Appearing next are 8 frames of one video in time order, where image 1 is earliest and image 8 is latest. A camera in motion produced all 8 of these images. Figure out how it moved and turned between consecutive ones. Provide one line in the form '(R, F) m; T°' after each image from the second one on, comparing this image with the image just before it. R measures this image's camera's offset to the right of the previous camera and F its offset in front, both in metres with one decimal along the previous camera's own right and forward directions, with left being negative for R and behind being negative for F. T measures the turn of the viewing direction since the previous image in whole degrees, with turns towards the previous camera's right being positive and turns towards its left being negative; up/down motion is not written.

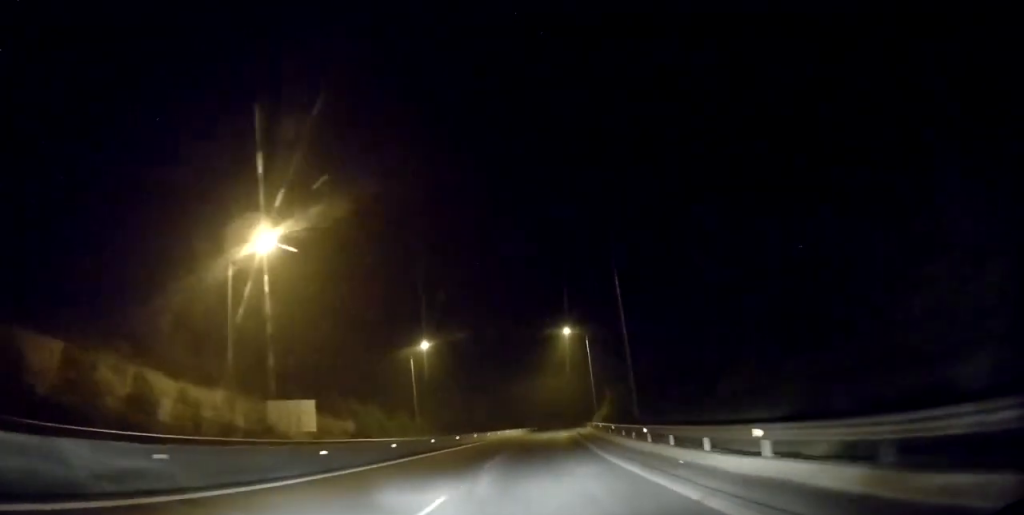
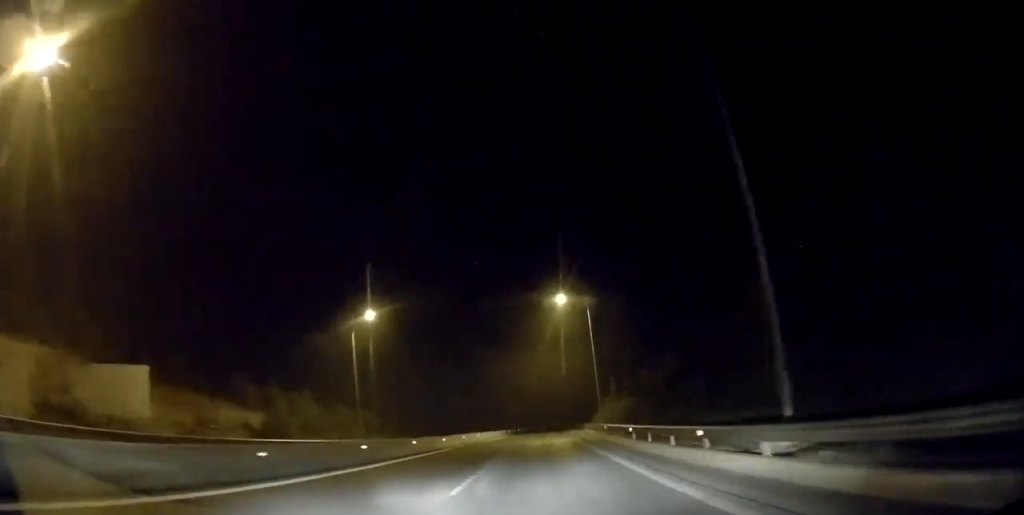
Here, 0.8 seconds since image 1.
(+0.3, +19.9) m; +2°
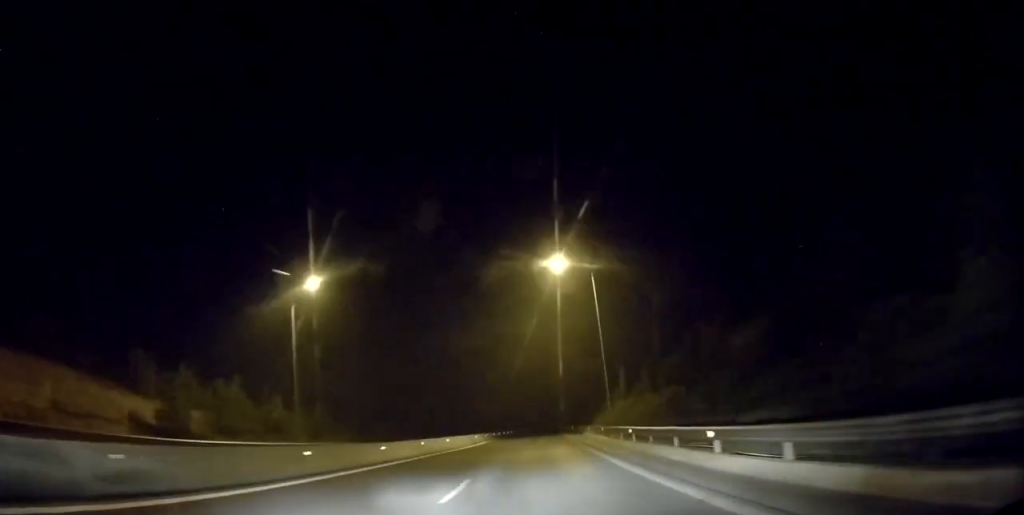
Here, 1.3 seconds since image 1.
(+0.2, +13.1) m; +1°
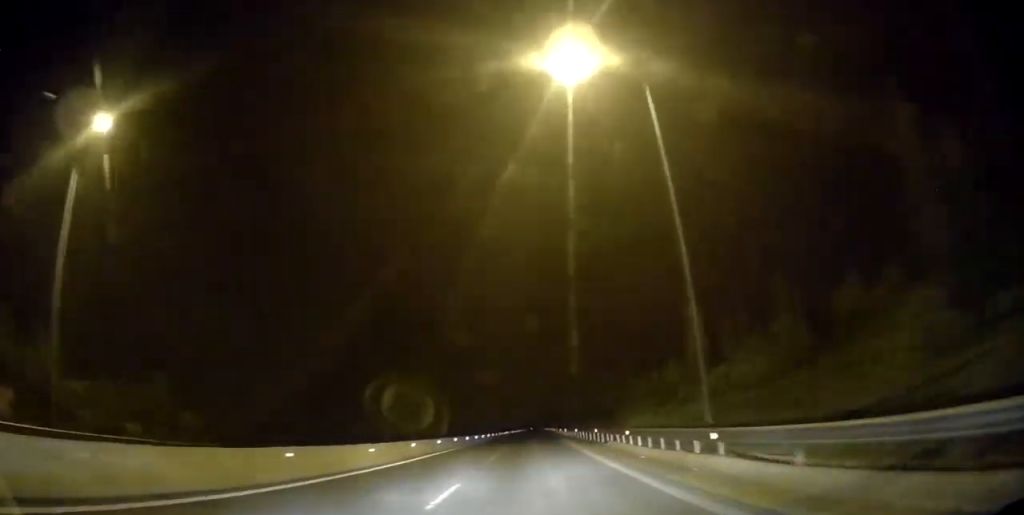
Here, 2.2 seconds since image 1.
(+0.4, +25.4) m; +1°
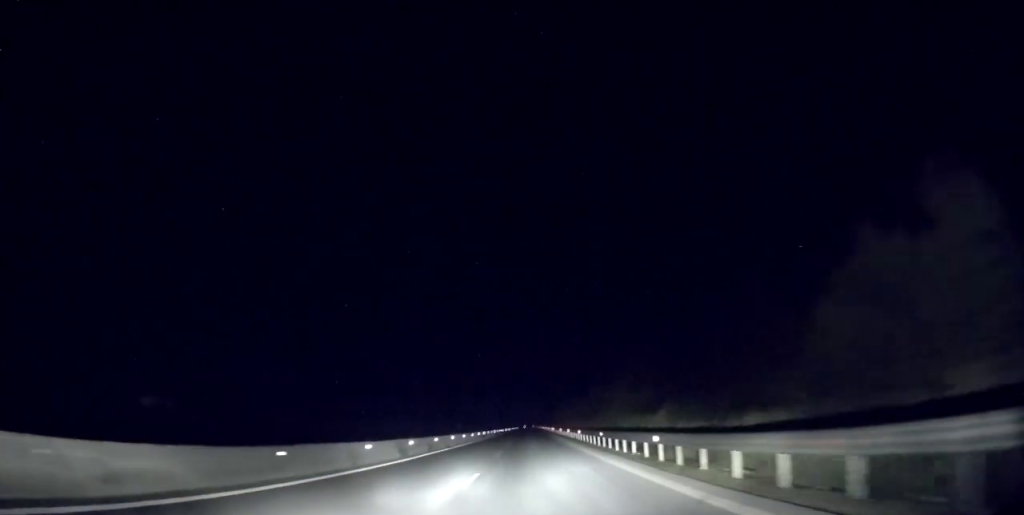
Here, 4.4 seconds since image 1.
(+0.3, +56.9) m; 0°
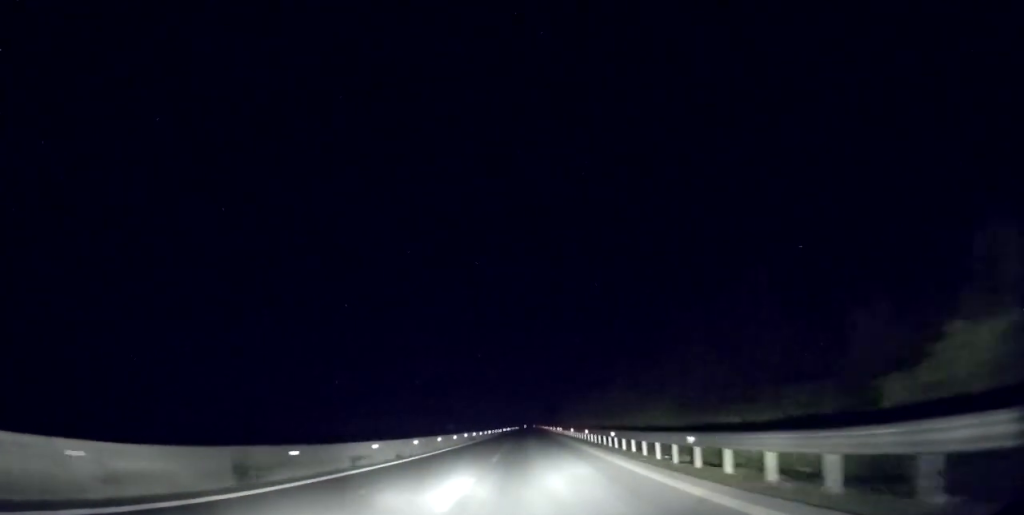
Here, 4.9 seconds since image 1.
(0.0, +15.5) m; 0°
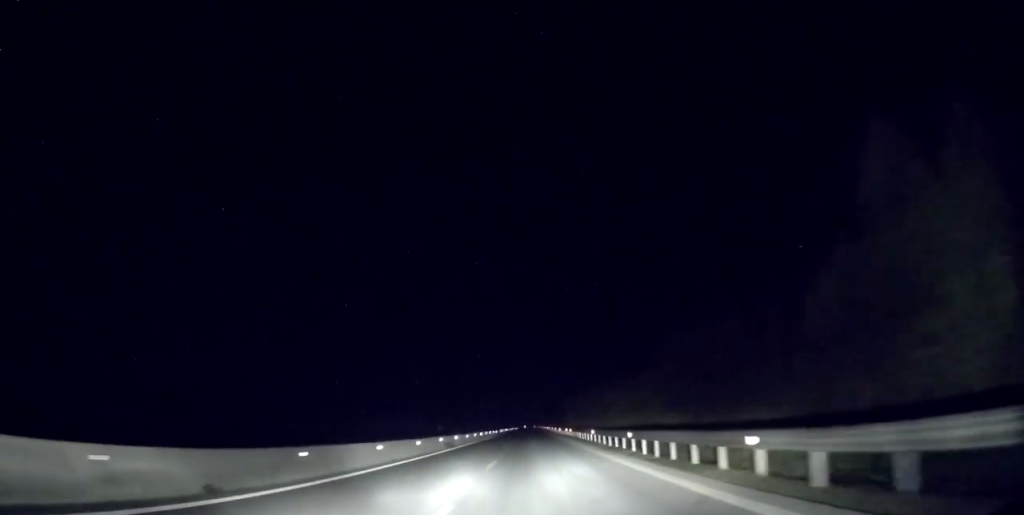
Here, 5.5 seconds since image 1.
(0.0, +15.5) m; 0°
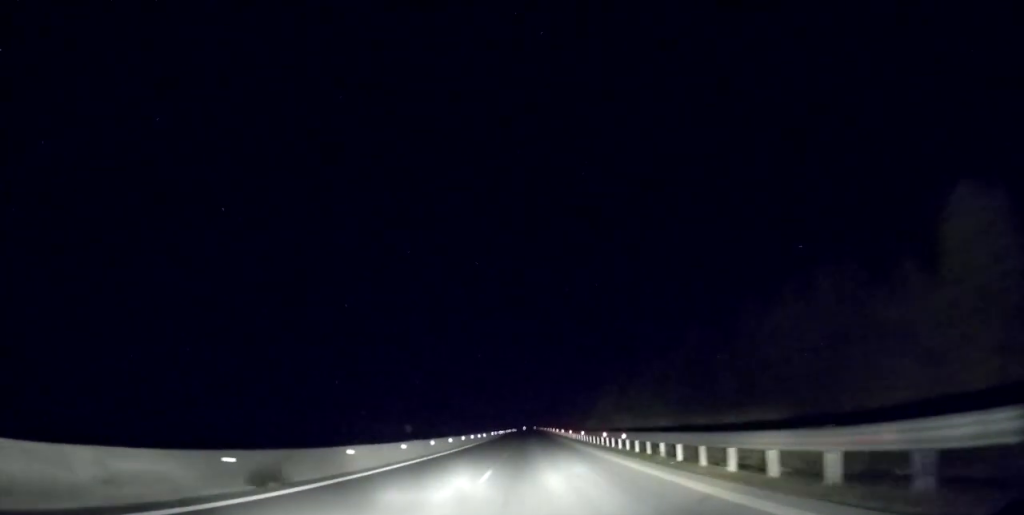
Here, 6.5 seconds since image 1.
(+0.1, +28.2) m; +1°
